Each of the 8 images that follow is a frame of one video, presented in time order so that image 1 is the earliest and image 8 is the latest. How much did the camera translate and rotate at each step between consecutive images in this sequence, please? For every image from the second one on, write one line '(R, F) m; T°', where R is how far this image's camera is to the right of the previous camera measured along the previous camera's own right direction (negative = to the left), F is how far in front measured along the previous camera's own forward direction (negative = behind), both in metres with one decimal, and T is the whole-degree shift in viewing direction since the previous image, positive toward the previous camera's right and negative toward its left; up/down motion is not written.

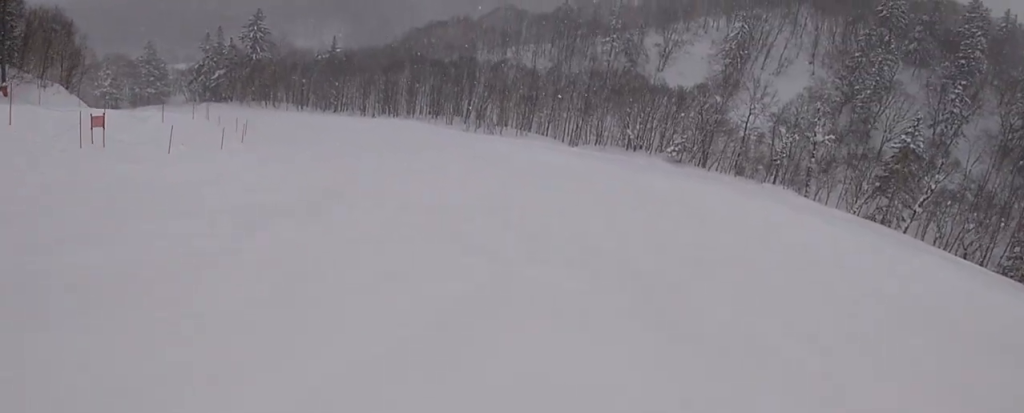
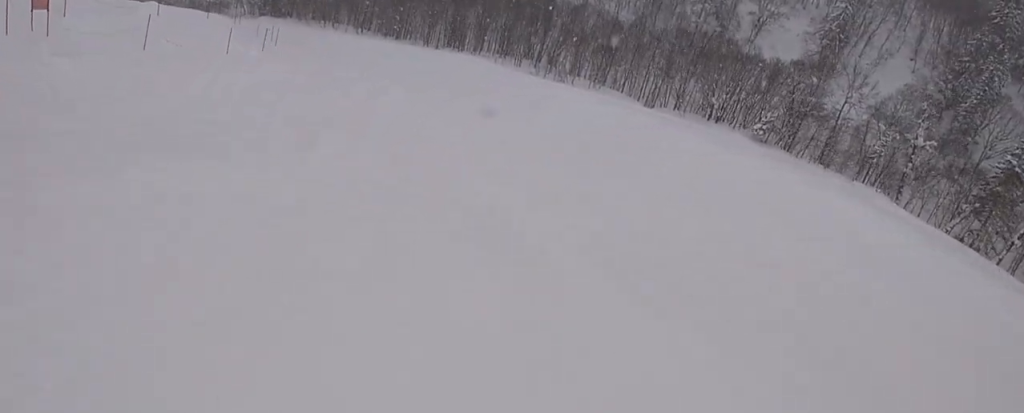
(-0.3, +7.3) m; -6°
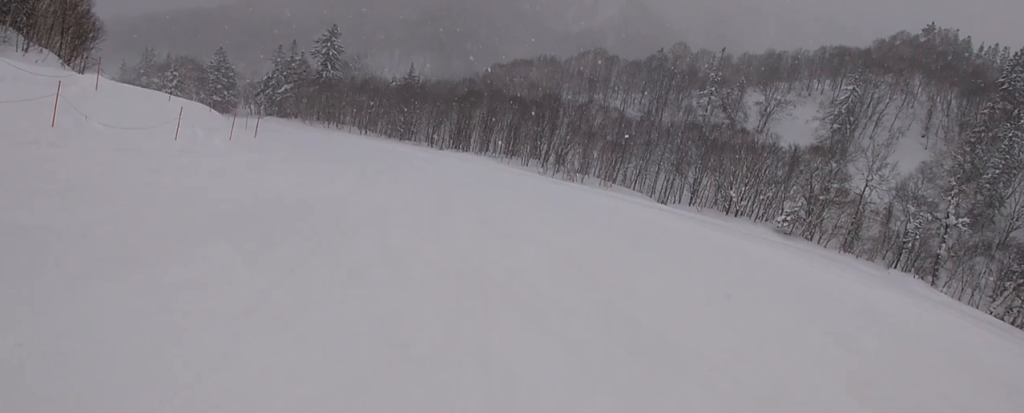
(-0.4, +6.6) m; -2°
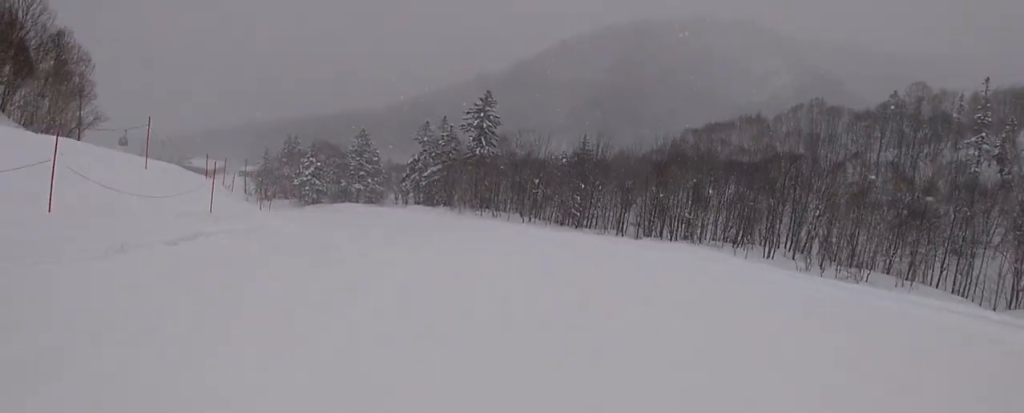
(-5.3, +29.9) m; -26°
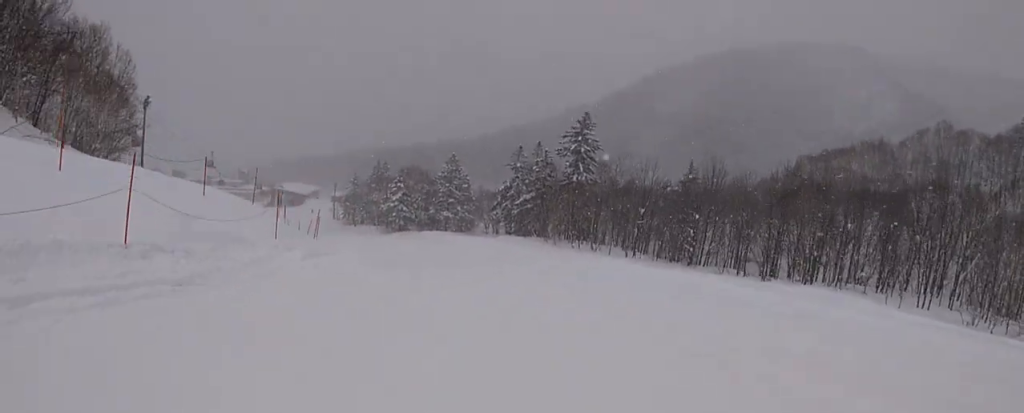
(-0.2, +9.1) m; -1°
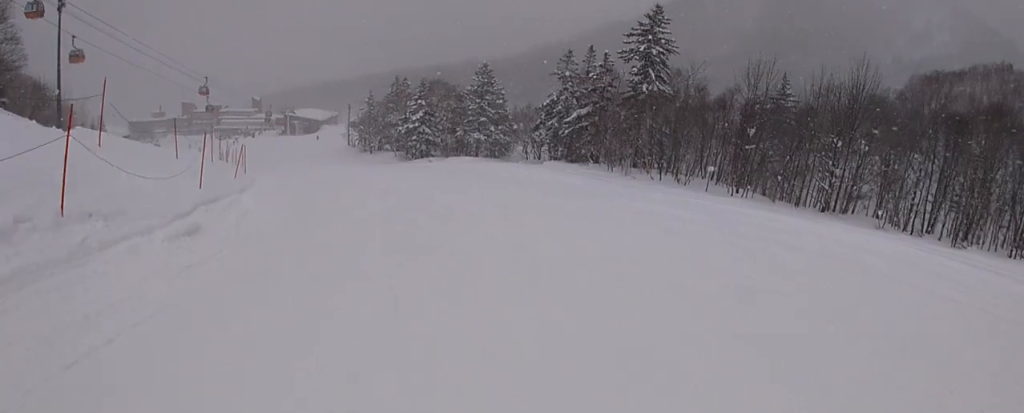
(-1.7, +19.9) m; -8°
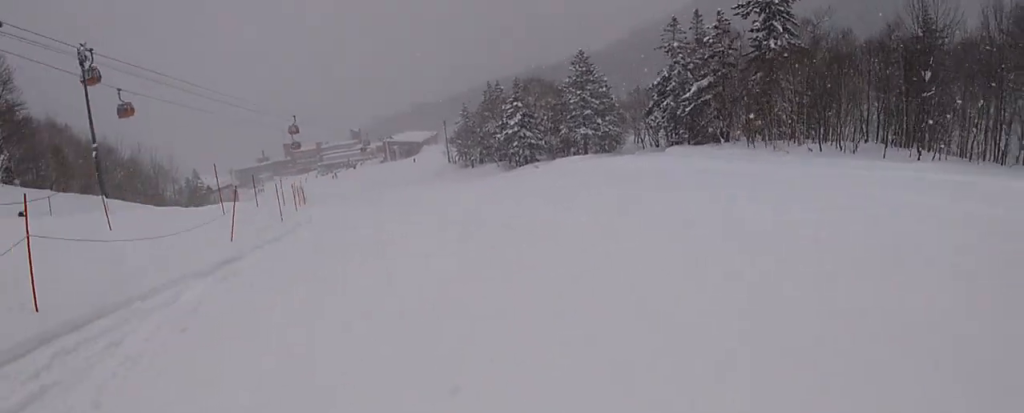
(0.0, +10.1) m; -1°
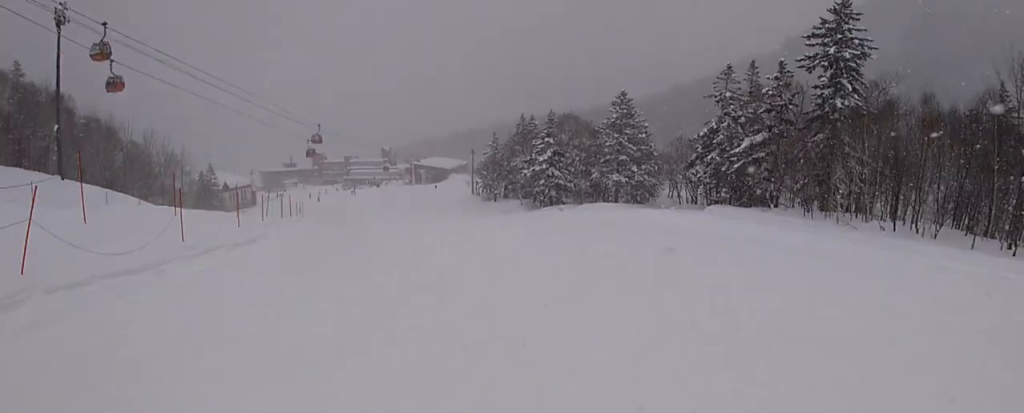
(+0.5, +7.7) m; -4°
